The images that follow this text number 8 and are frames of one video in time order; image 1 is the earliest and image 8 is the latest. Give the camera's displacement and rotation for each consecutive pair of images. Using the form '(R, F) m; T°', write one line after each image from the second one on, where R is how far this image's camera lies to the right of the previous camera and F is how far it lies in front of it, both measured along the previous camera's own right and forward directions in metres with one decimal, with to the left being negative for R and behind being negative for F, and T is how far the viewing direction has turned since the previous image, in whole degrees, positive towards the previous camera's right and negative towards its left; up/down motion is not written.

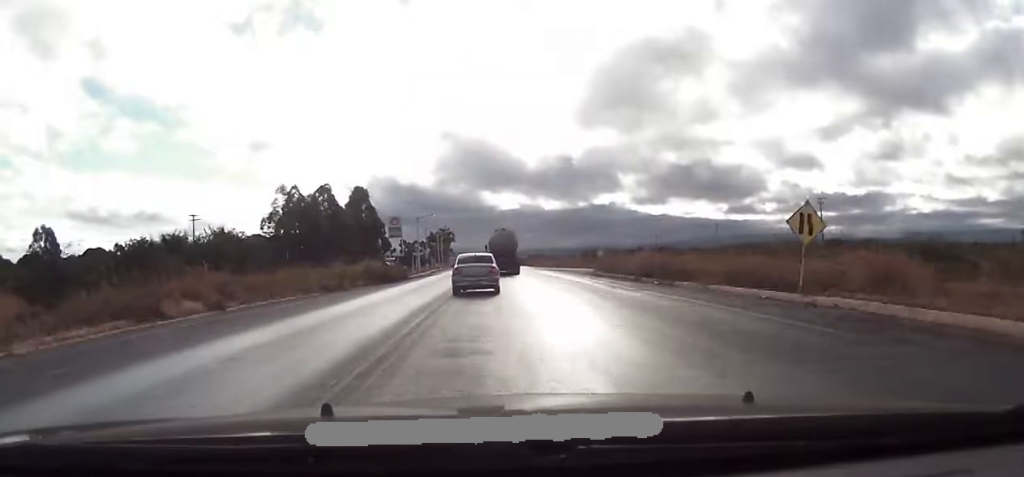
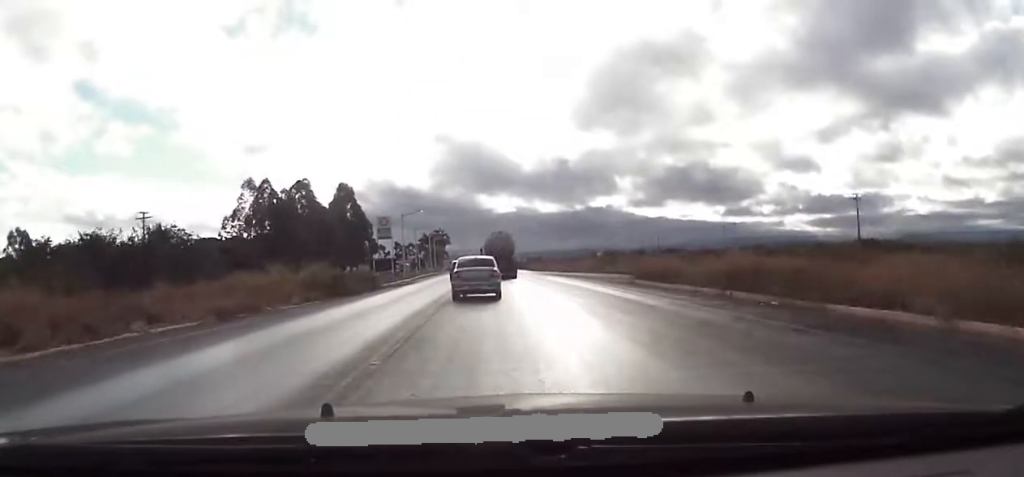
(0.0, +15.1) m; 0°
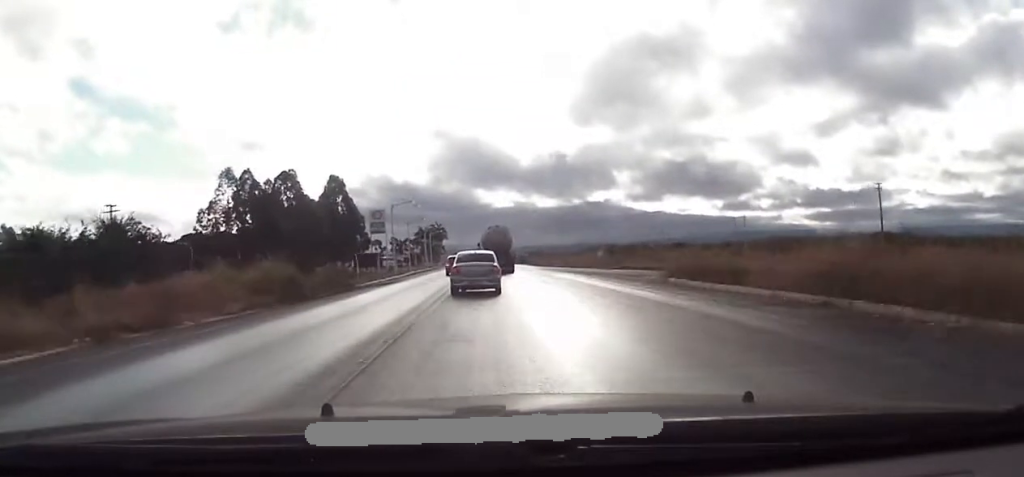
(0.0, +8.0) m; 0°
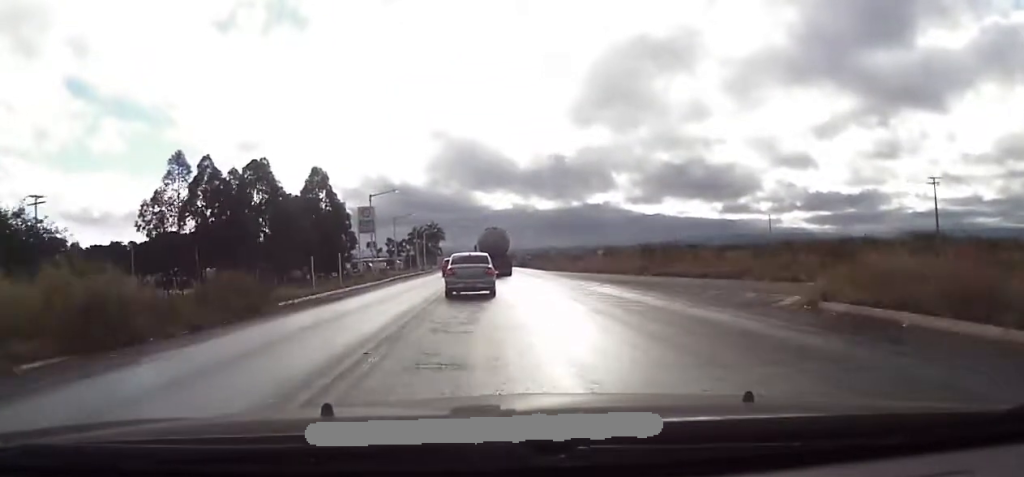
(0.0, +15.3) m; 0°
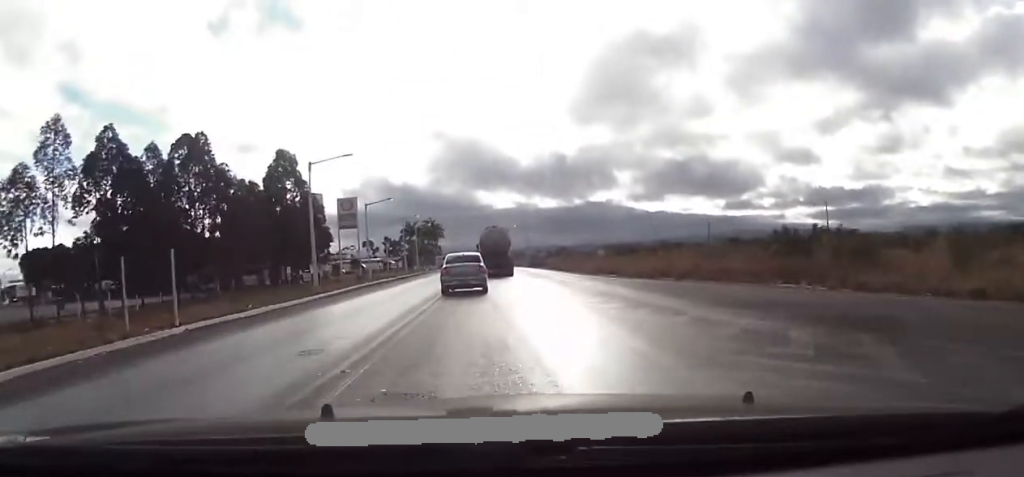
(+0.2, +25.0) m; 0°
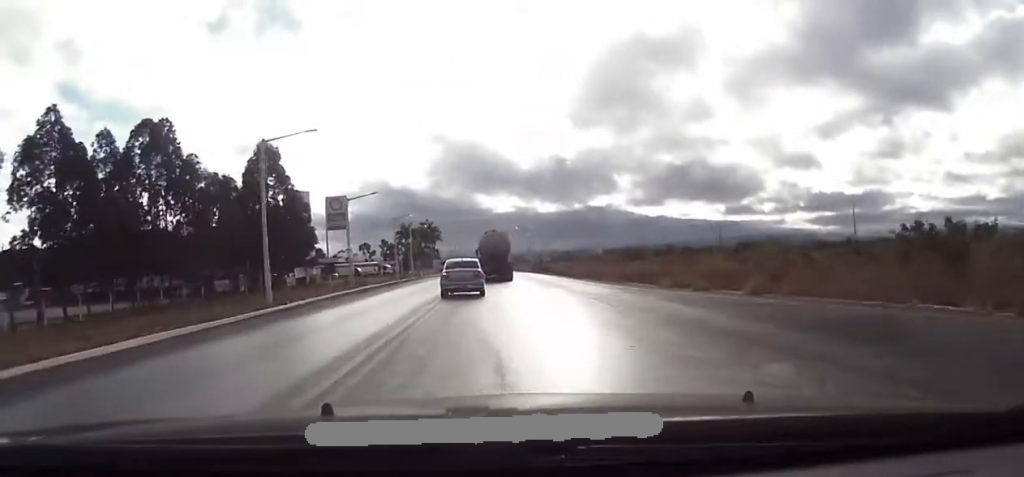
(-0.1, +9.9) m; 0°
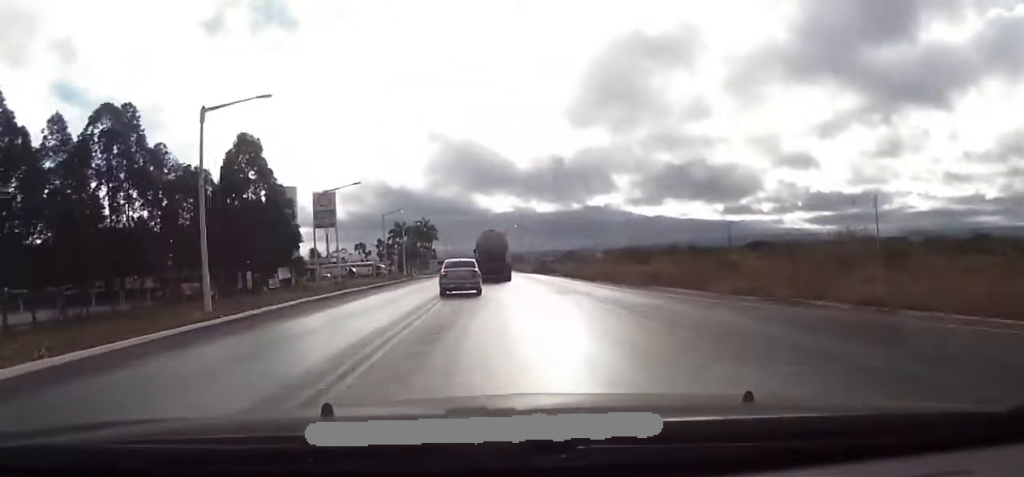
(0.0, +7.9) m; 0°
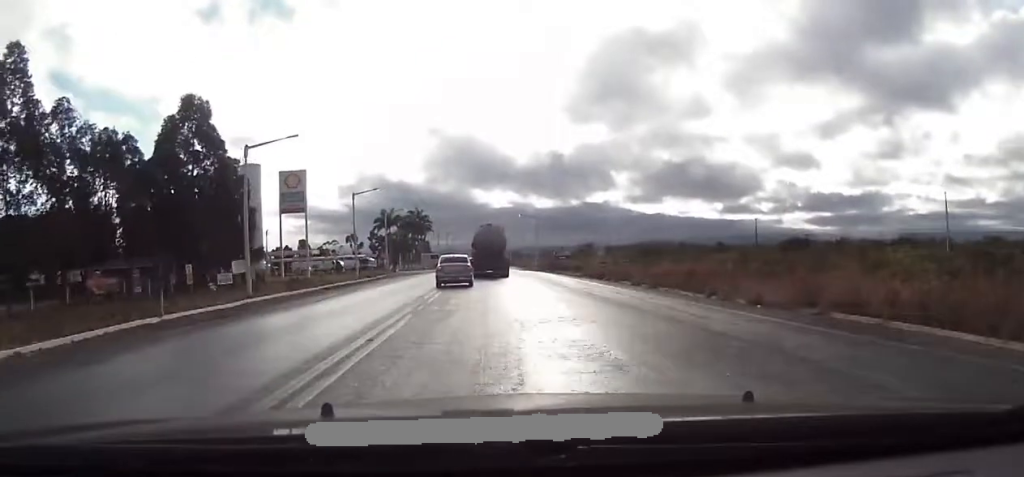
(-0.1, +18.5) m; -1°
